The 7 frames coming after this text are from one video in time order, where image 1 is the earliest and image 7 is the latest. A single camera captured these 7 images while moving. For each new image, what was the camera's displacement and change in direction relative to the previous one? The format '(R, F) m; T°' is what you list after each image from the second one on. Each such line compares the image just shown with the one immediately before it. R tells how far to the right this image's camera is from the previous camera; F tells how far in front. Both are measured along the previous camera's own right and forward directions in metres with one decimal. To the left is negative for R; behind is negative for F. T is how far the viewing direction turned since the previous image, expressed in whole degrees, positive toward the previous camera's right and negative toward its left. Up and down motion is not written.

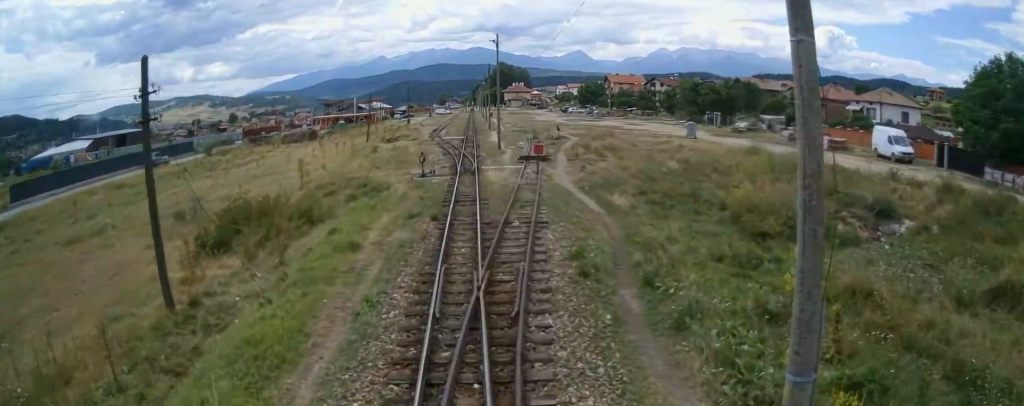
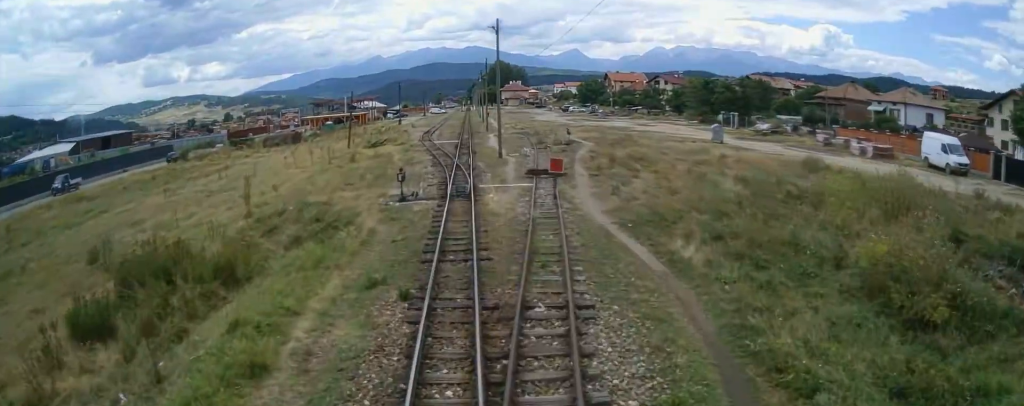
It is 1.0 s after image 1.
(-0.1, +7.2) m; 0°
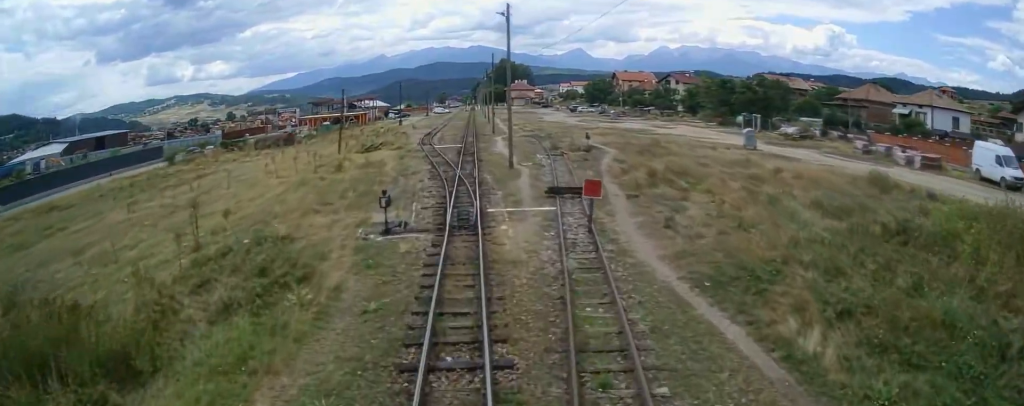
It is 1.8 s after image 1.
(+0.1, +5.4) m; +2°
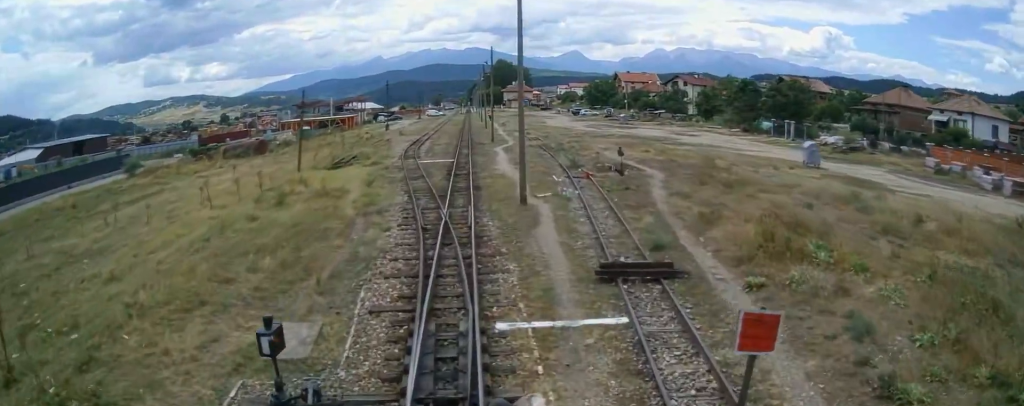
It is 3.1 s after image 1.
(+0.2, +9.5) m; +1°
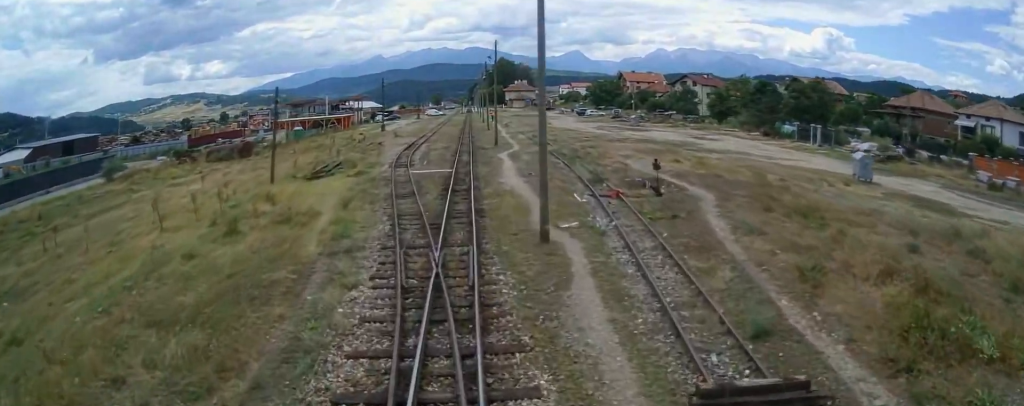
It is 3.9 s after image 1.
(0.0, +5.3) m; 0°
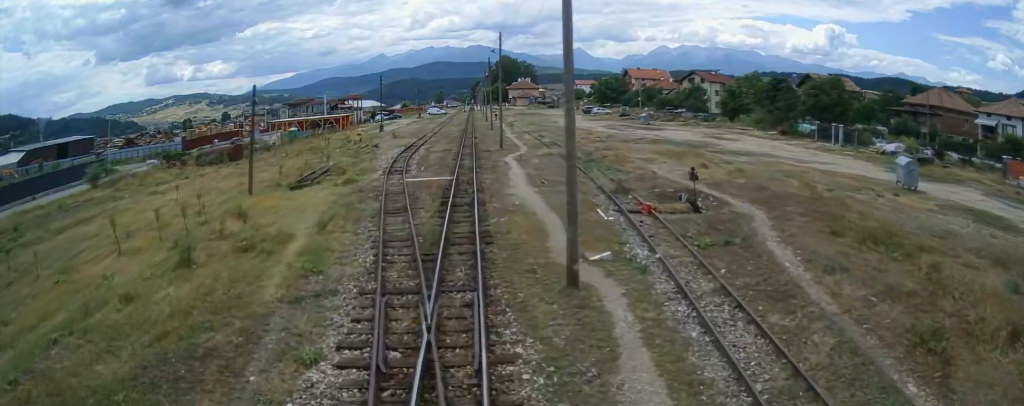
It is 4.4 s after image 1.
(0.0, +3.6) m; 0°
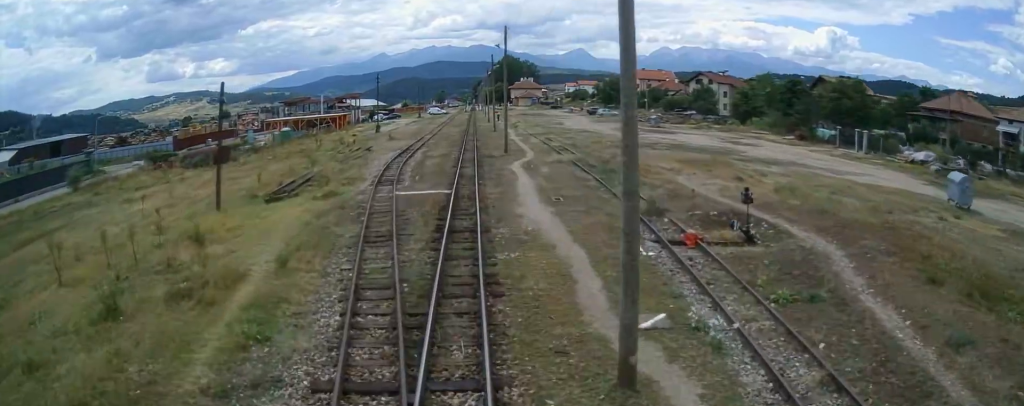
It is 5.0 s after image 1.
(0.0, +3.9) m; 0°
